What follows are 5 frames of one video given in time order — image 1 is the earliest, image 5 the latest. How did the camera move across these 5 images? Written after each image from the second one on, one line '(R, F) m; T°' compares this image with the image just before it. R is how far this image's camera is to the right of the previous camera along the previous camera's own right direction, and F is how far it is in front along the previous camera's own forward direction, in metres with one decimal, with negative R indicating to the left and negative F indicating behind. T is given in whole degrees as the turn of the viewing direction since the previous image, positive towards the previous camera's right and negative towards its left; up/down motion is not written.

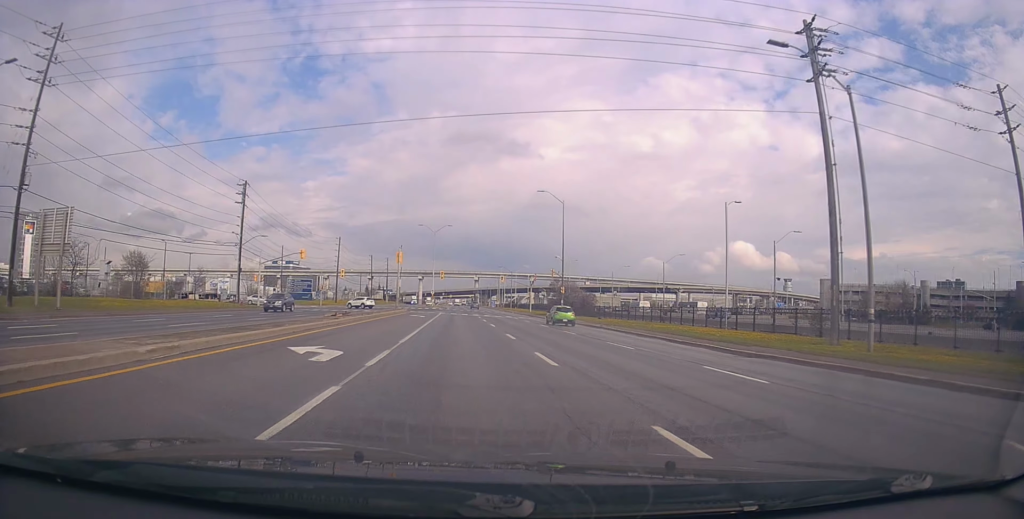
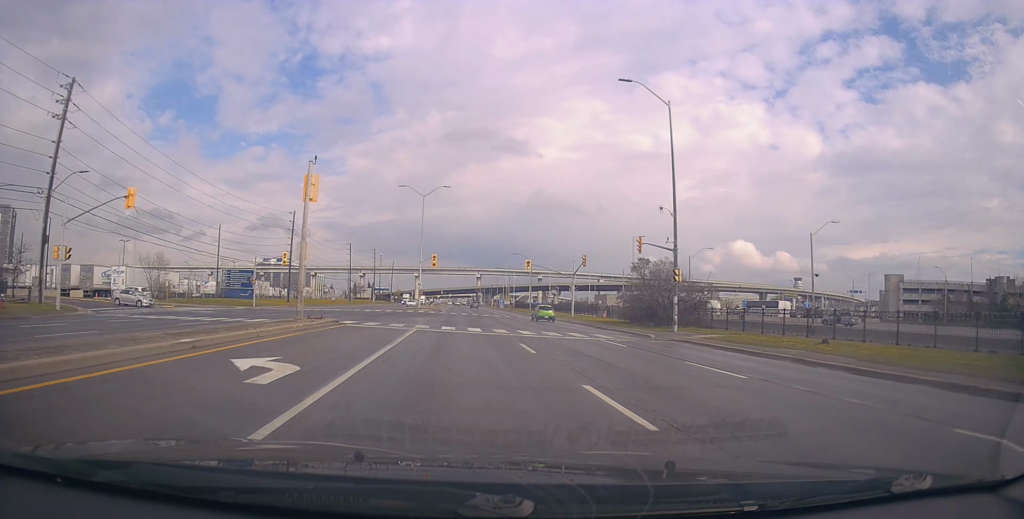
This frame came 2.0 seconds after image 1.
(+0.2, +35.2) m; +2°
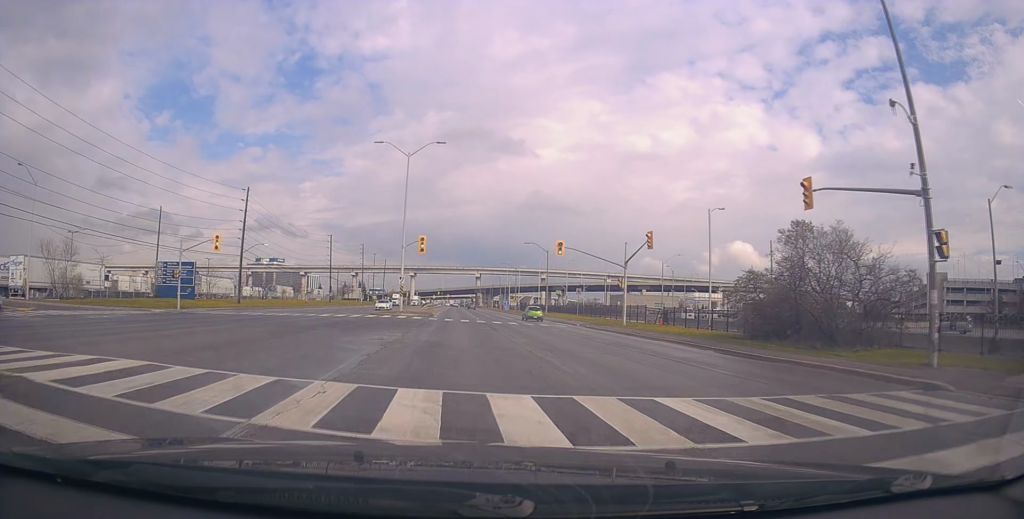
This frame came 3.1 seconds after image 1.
(-0.1, +19.9) m; -1°
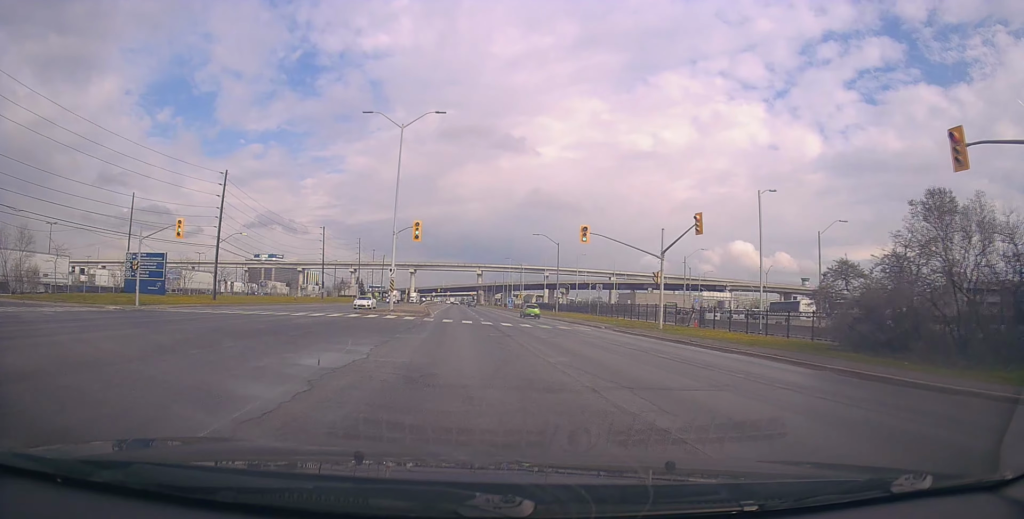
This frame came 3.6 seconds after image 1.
(-0.1, +7.9) m; -1°
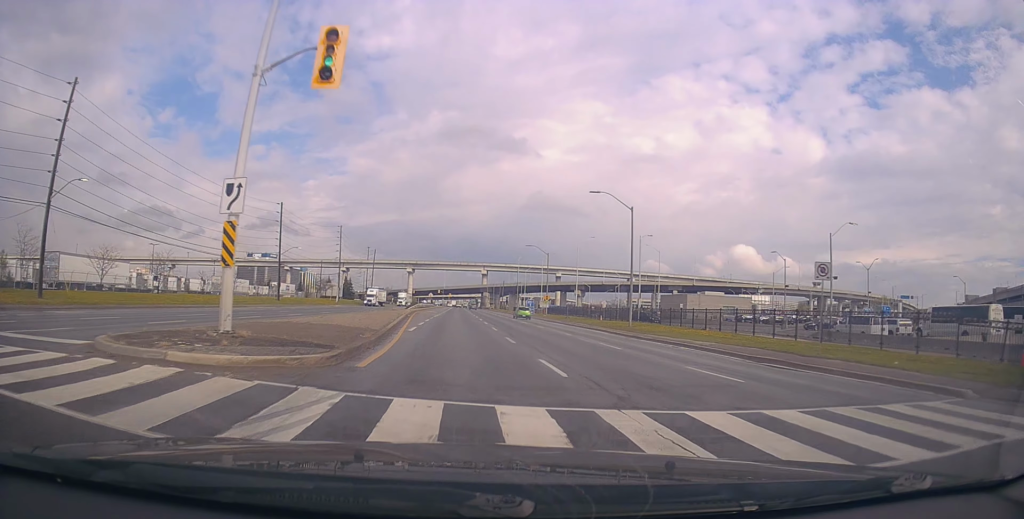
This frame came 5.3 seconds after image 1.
(-0.2, +29.6) m; 0°
